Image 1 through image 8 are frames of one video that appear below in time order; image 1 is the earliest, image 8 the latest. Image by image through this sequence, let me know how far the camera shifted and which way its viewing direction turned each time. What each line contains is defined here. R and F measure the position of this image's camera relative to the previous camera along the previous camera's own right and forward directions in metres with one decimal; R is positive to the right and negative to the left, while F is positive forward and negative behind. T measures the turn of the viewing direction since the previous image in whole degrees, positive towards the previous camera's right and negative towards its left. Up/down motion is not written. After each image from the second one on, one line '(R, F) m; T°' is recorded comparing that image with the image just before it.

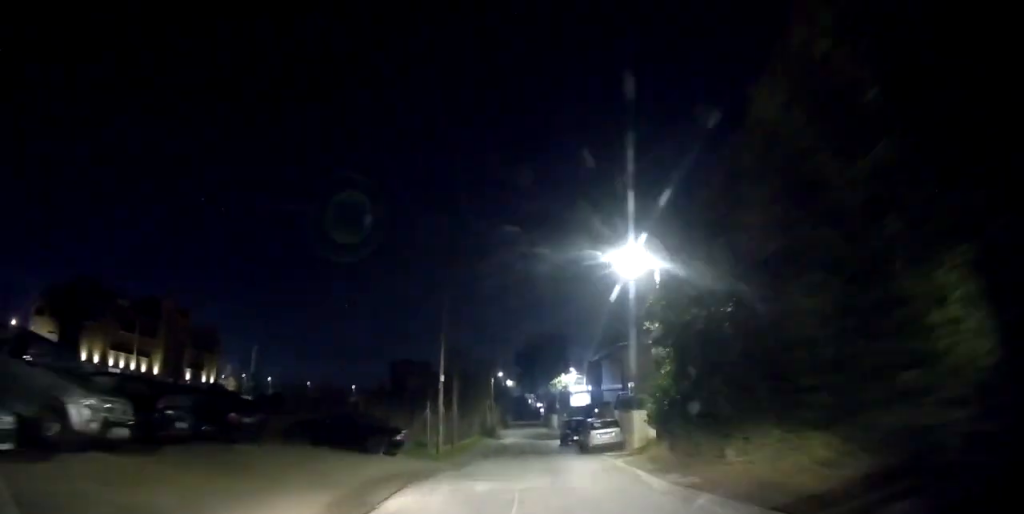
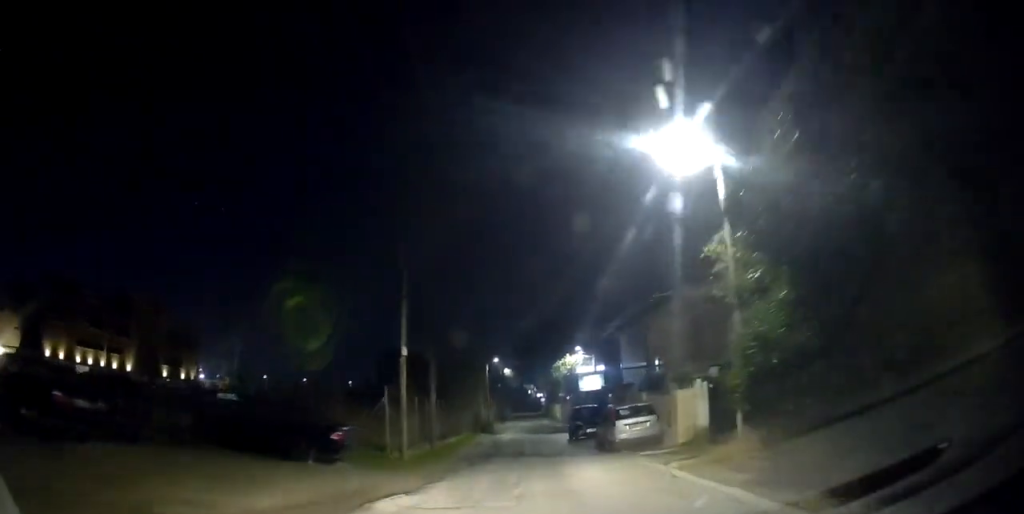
(+0.1, +6.8) m; 0°
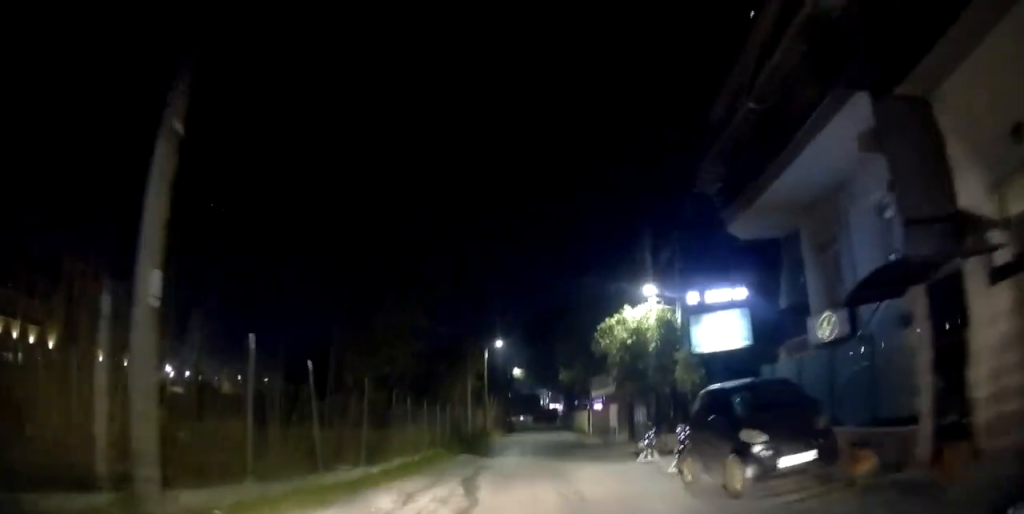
(0.0, +19.1) m; -2°
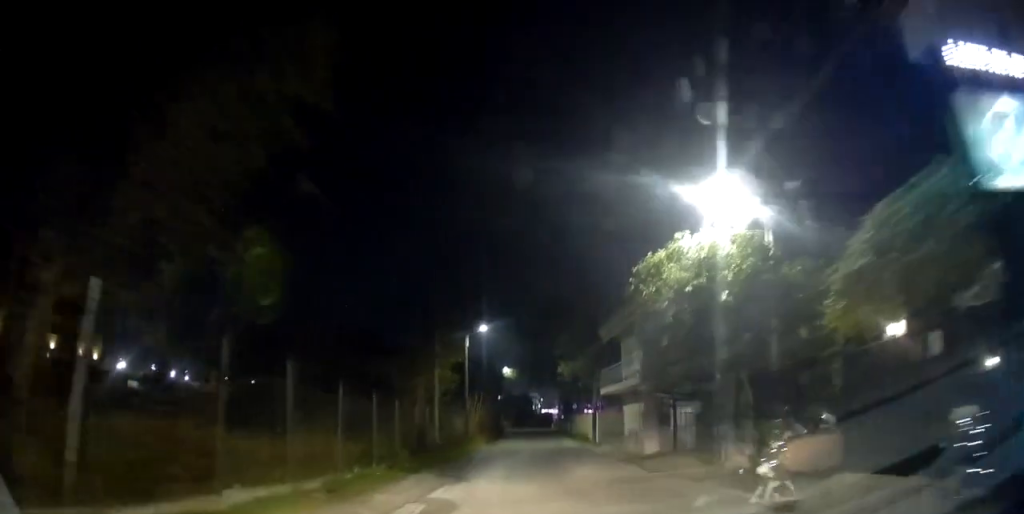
(-0.2, +8.4) m; +1°
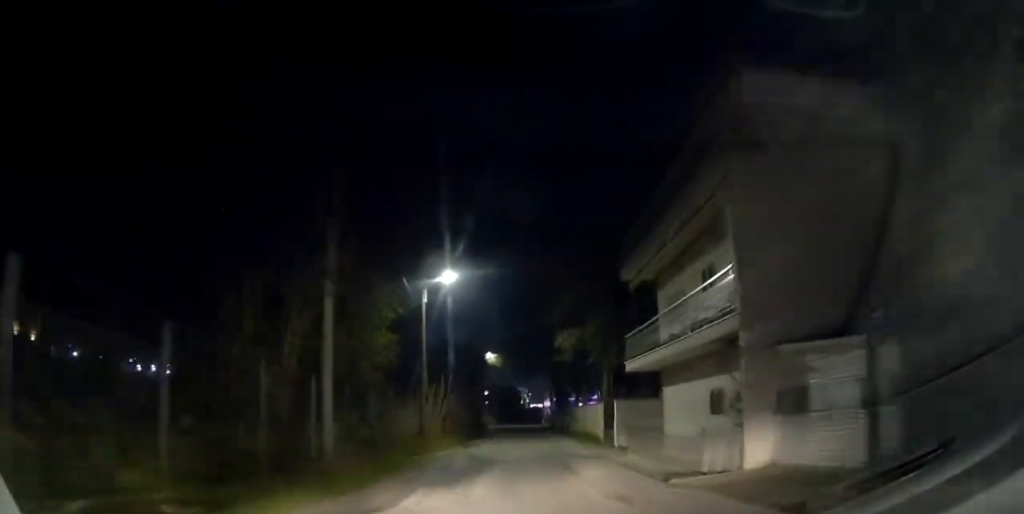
(+0.3, +10.7) m; +2°
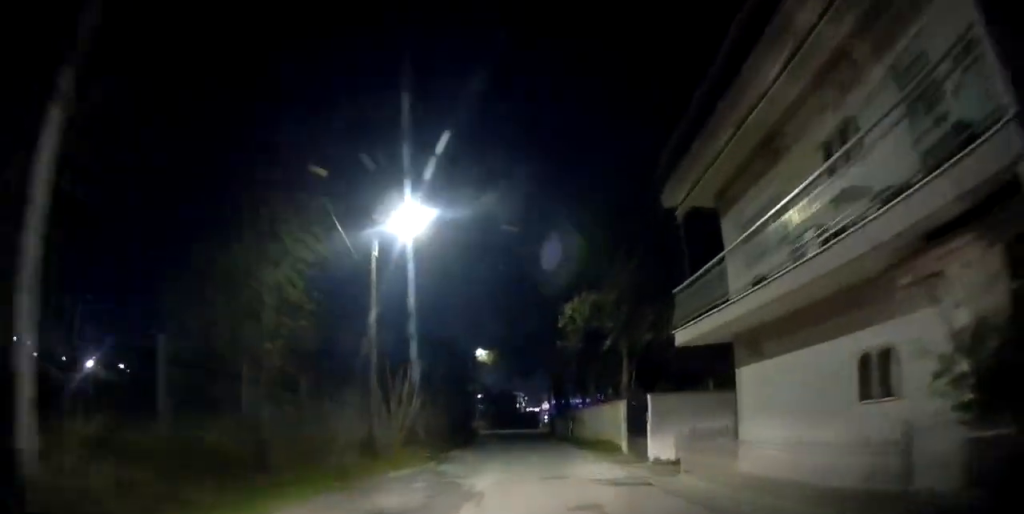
(+0.2, +7.1) m; 0°
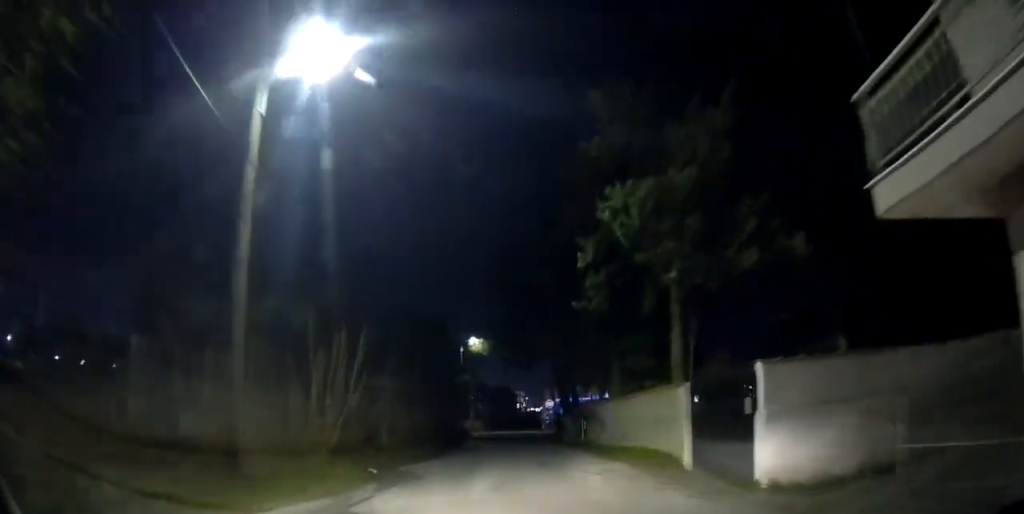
(-0.2, +7.8) m; -2°
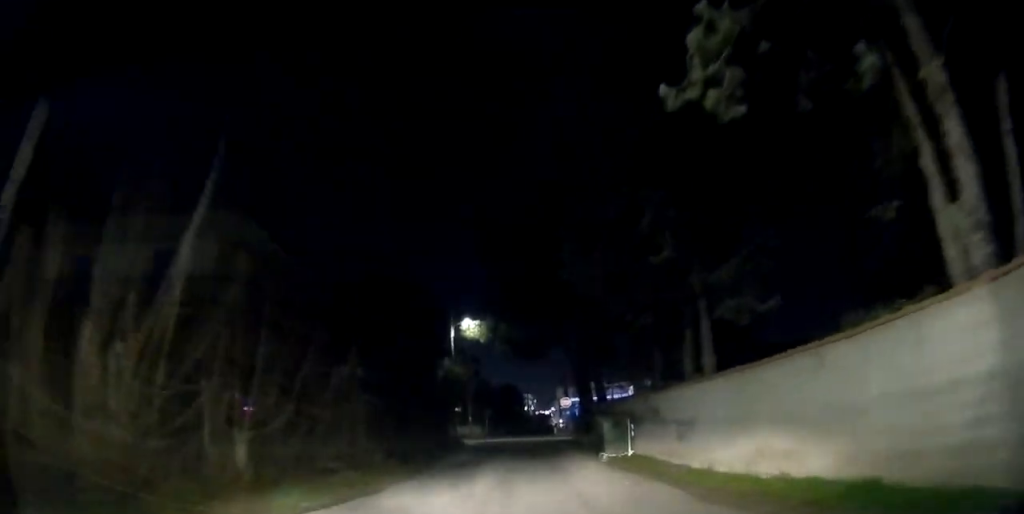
(0.0, +10.6) m; +1°
